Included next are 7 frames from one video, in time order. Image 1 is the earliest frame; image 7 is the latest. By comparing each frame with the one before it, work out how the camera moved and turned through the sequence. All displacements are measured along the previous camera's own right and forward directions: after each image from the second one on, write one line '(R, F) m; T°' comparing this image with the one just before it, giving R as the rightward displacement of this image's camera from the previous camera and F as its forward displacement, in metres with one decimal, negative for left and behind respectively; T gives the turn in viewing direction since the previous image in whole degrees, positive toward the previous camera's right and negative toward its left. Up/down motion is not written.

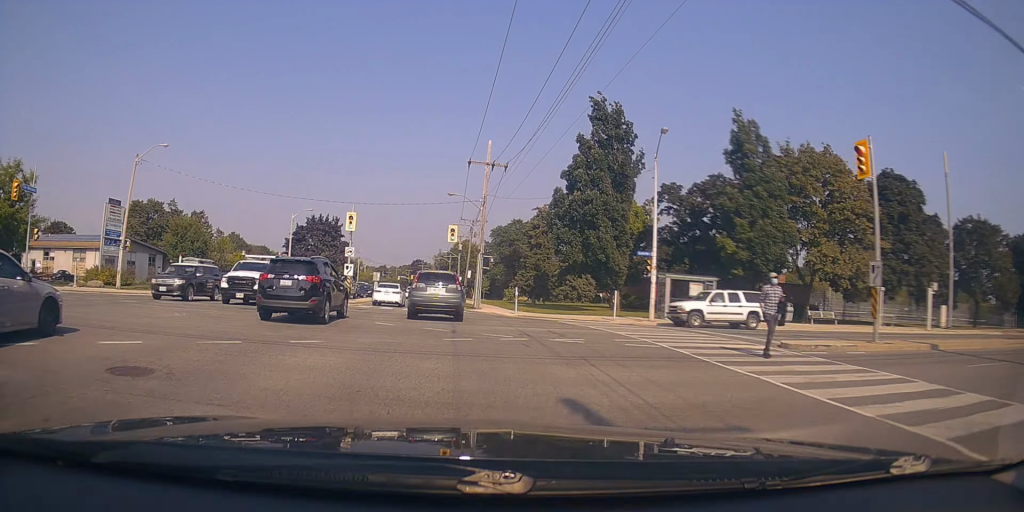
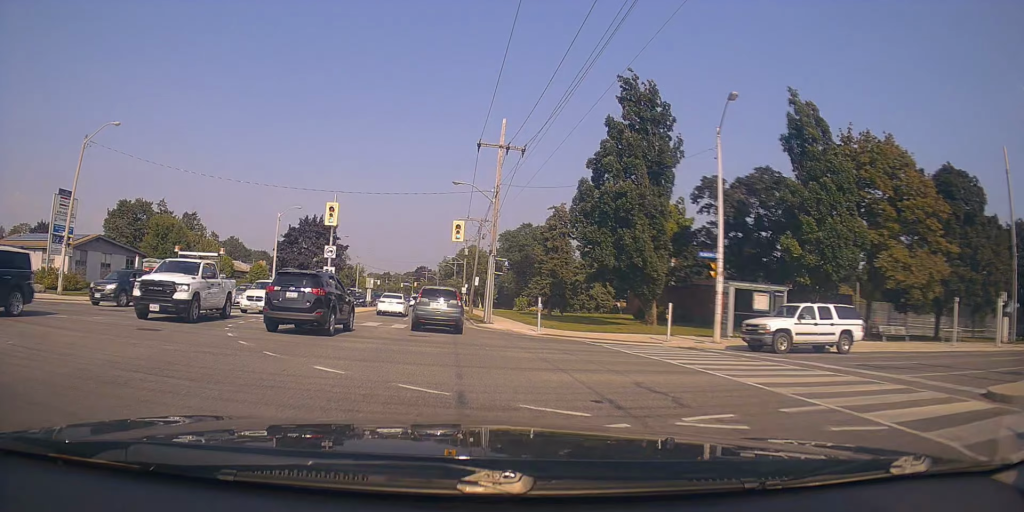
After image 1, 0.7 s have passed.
(+0.2, +7.2) m; +3°
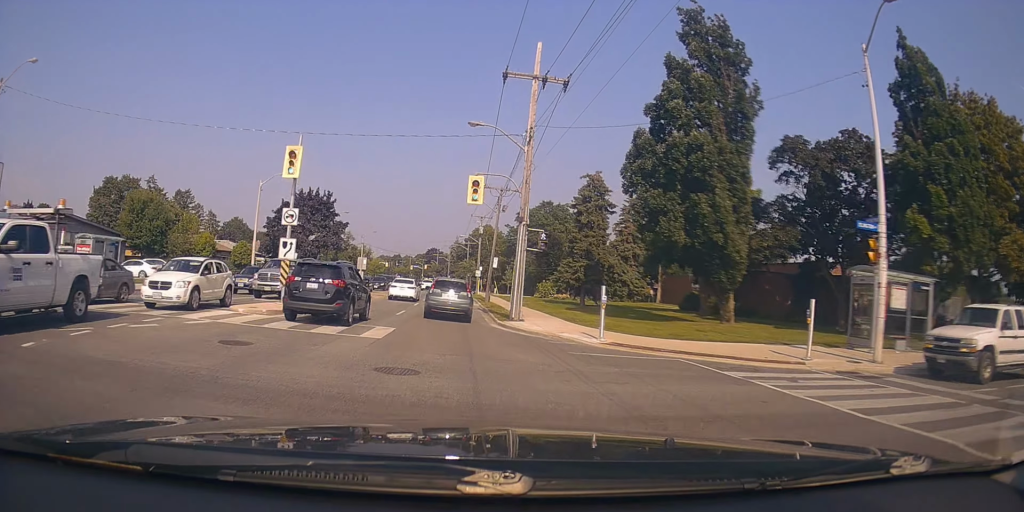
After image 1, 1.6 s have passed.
(+0.3, +9.2) m; -1°
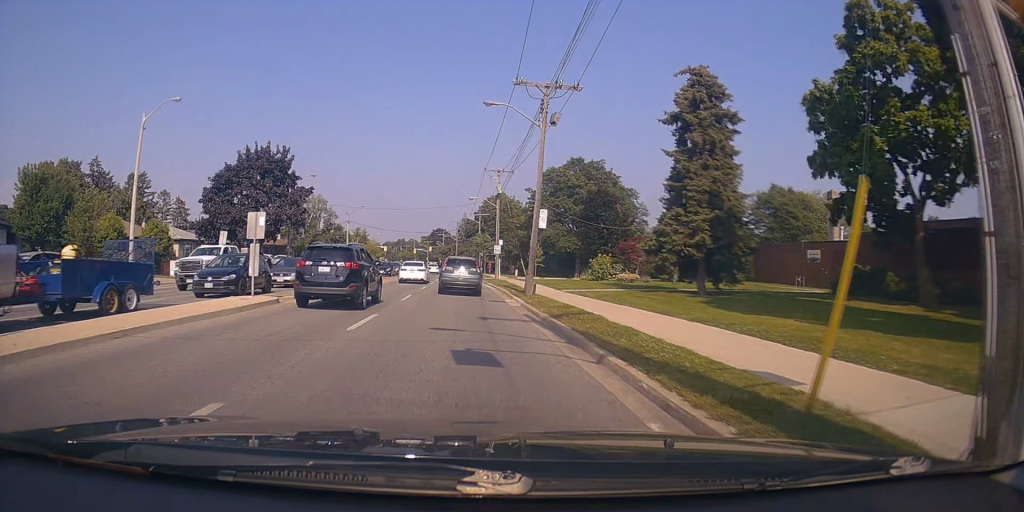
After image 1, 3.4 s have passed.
(-0.7, +21.0) m; -2°
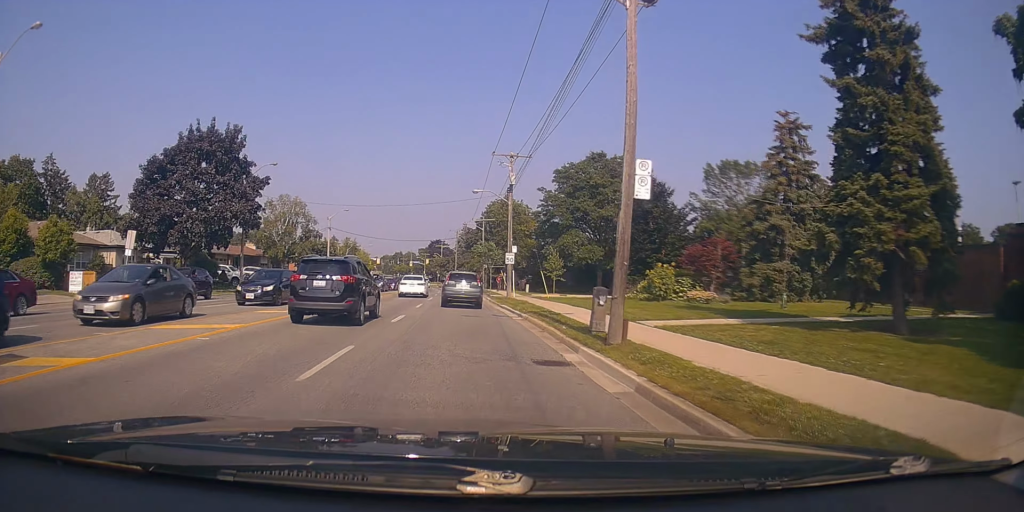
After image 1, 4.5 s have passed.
(-0.1, +12.8) m; 0°
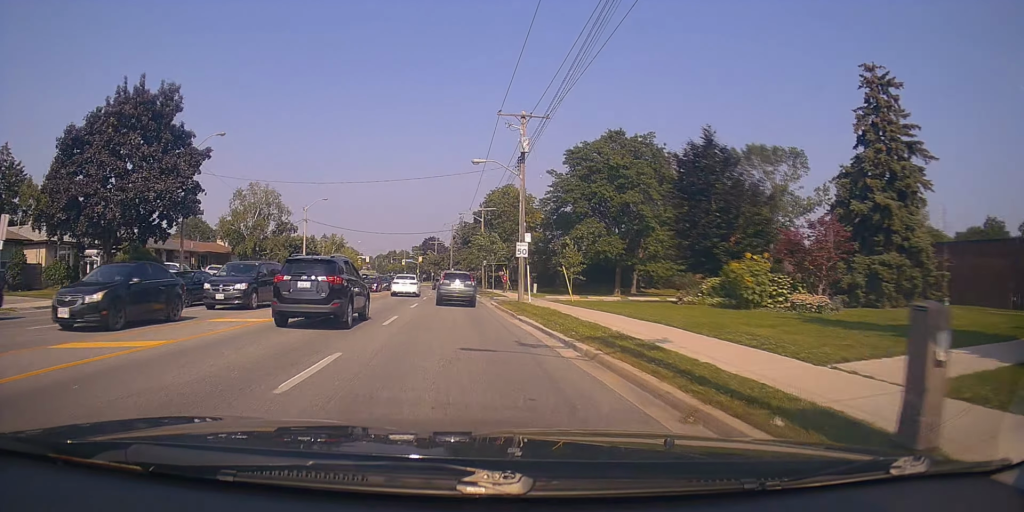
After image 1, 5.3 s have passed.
(0.0, +9.9) m; +1°
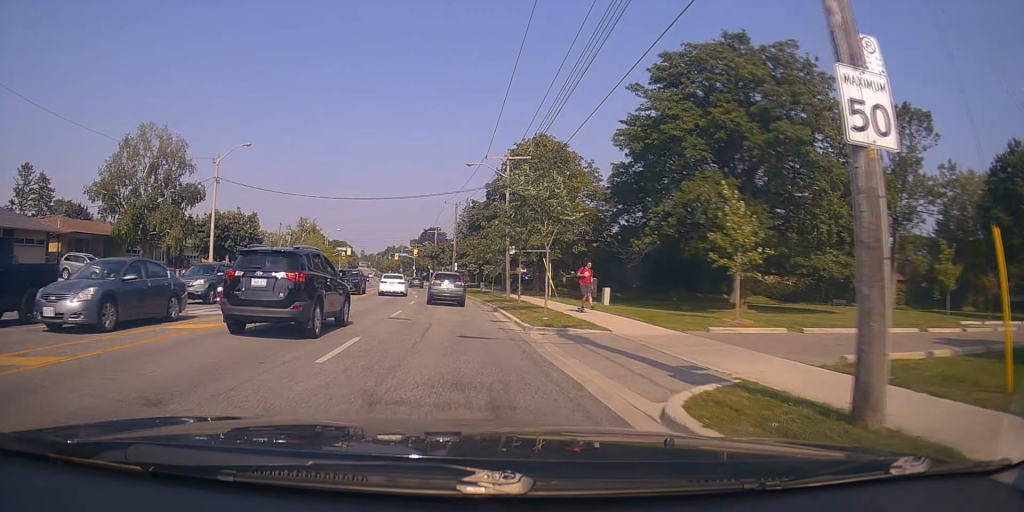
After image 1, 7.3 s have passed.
(+0.3, +26.2) m; -1°
